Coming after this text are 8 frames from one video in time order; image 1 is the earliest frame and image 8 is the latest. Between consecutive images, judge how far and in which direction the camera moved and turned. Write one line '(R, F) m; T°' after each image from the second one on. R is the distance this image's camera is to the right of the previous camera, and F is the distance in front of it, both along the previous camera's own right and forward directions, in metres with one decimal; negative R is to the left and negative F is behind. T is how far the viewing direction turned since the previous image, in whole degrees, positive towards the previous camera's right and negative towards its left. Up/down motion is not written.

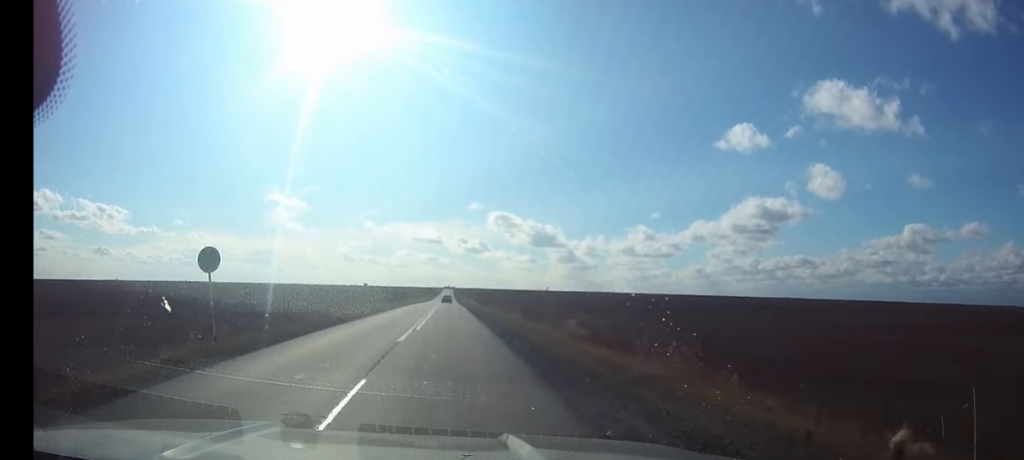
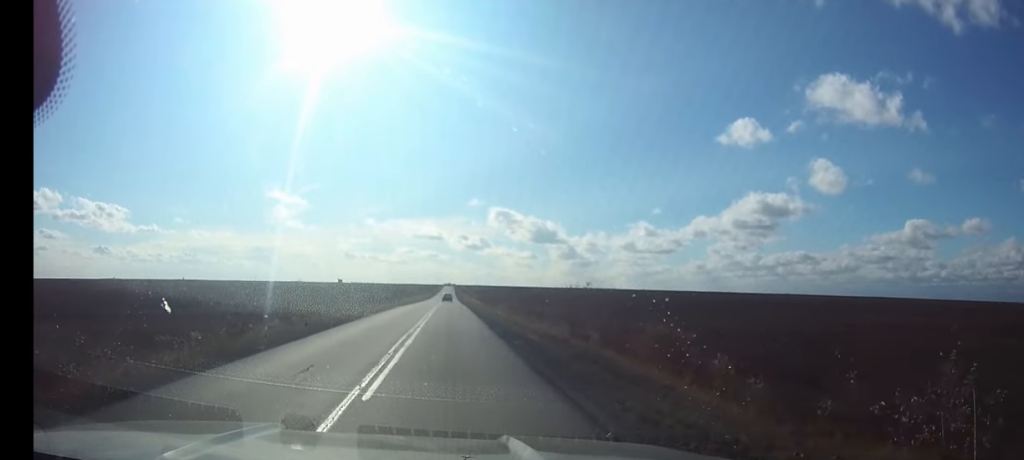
(0.0, +13.0) m; 0°
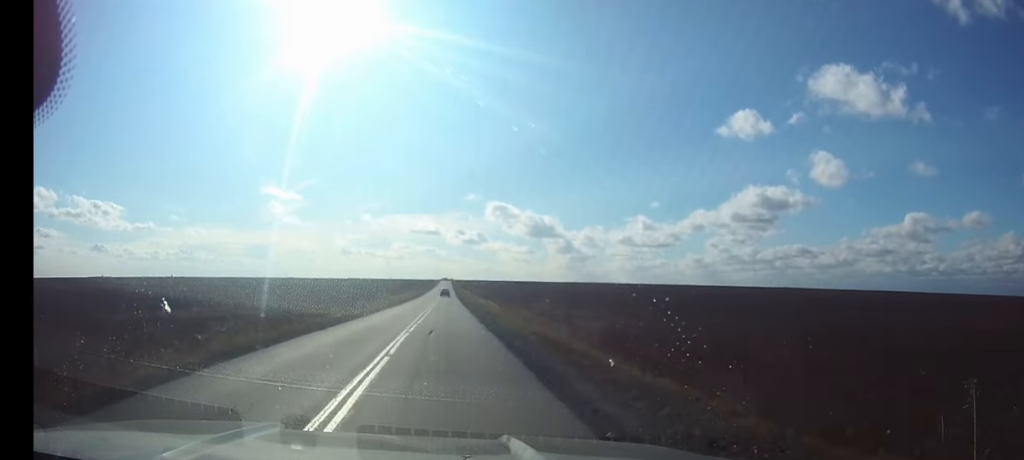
(+0.1, +38.2) m; 0°
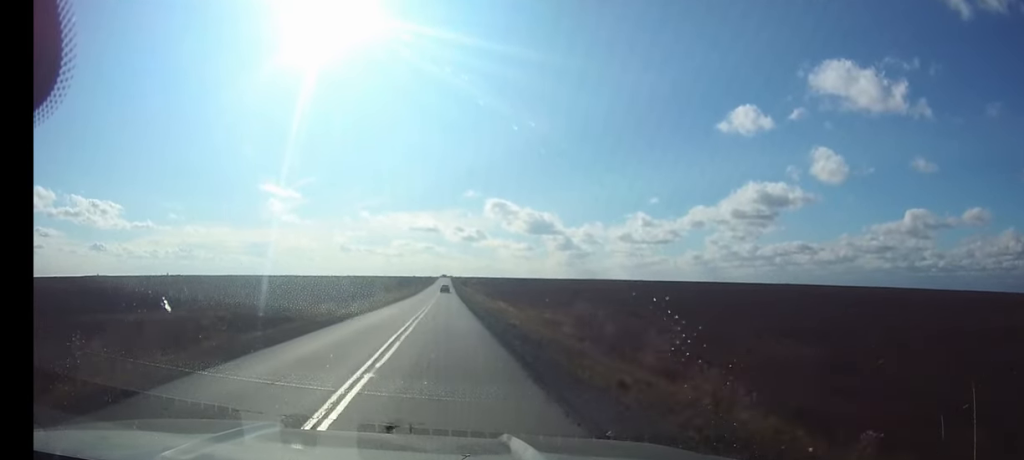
(0.0, +14.3) m; 0°
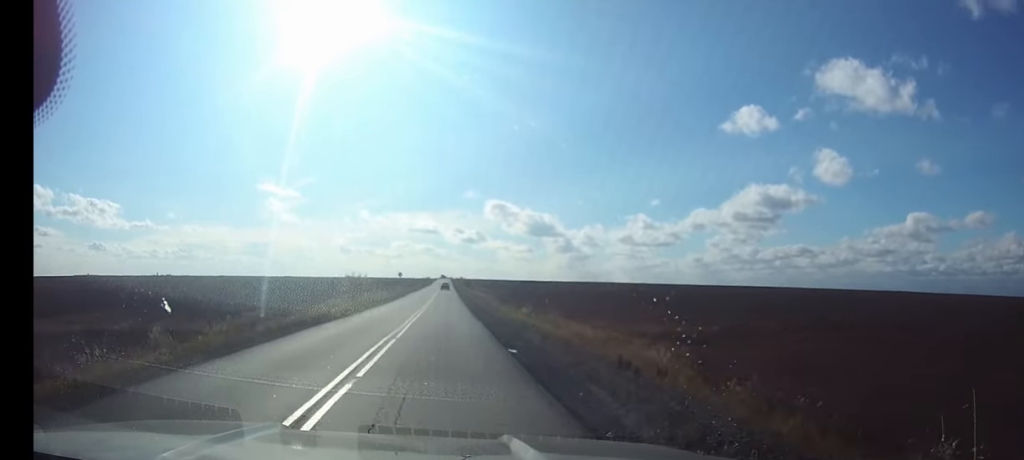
(0.0, +37.2) m; 0°
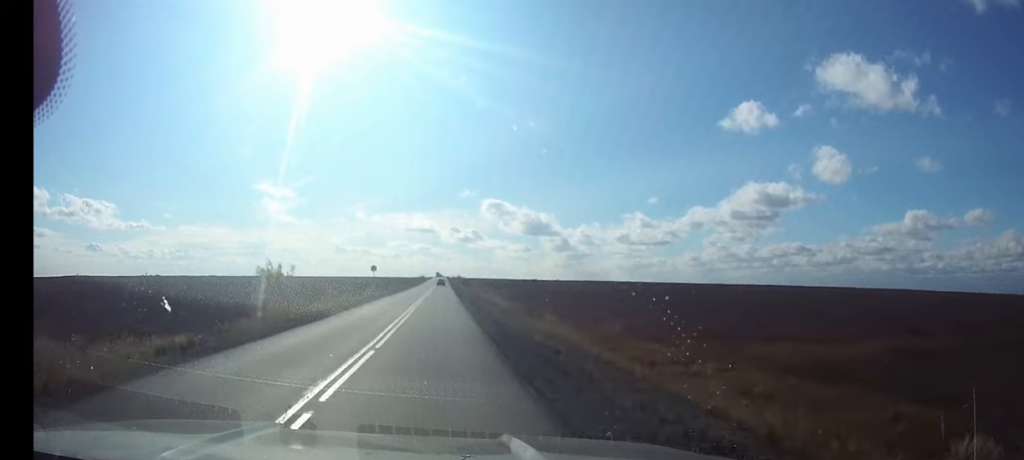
(0.0, +30.3) m; 0°
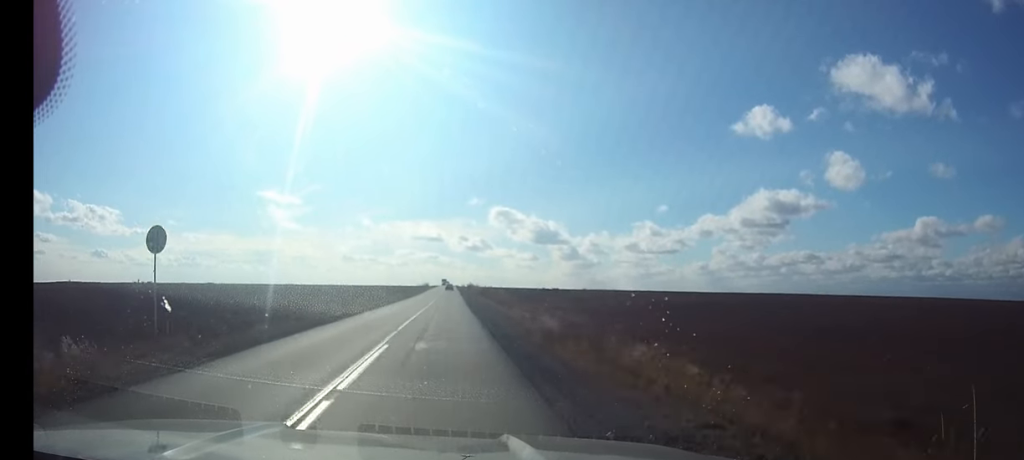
(-0.1, +54.1) m; 0°
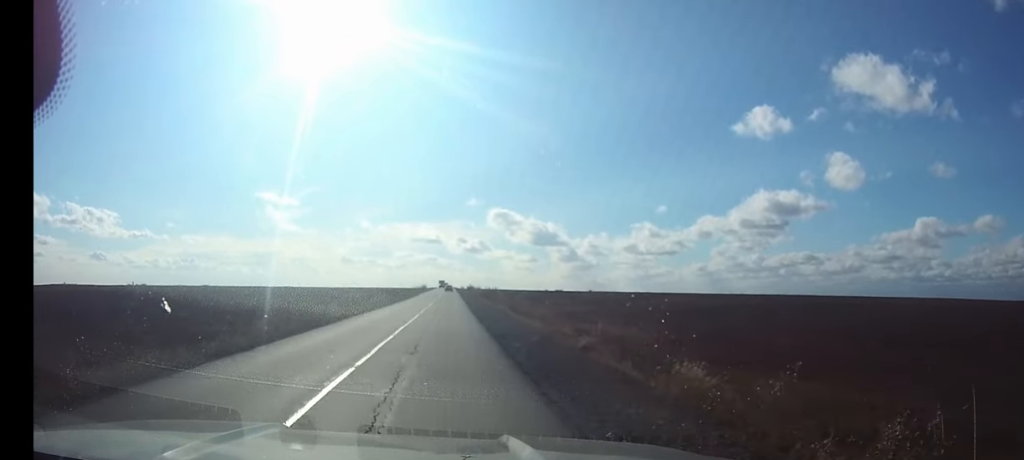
(0.0, +15.7) m; 0°
